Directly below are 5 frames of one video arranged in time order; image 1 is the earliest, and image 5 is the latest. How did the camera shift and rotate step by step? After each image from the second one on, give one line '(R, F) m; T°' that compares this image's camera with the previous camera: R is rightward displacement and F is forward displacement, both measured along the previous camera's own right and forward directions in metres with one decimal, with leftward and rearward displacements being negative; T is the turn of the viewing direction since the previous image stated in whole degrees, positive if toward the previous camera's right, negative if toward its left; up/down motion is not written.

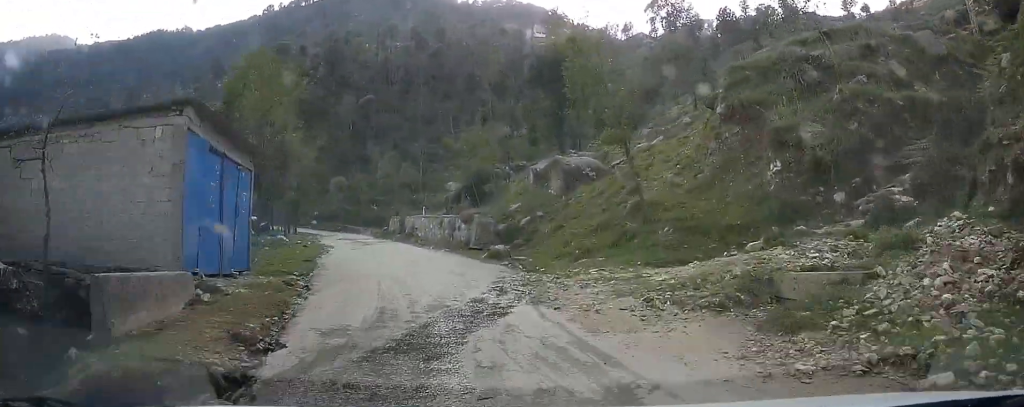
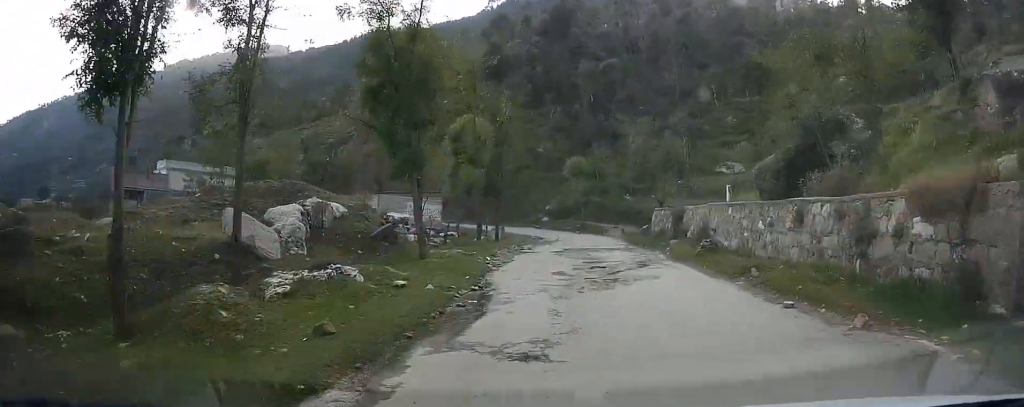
(-2.2, +17.2) m; -13°
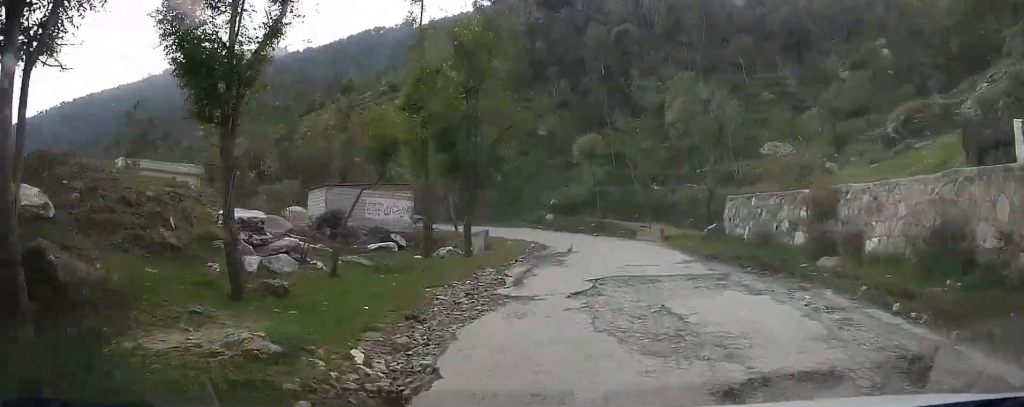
(-1.0, +15.7) m; -1°
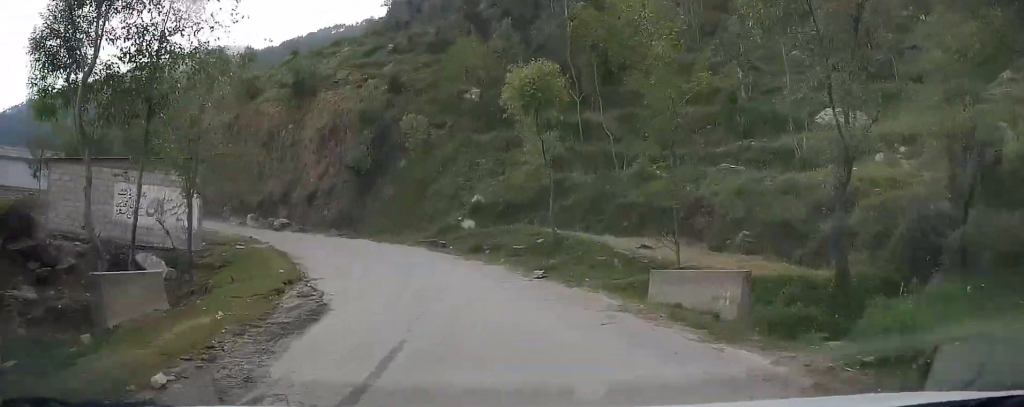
(-0.7, +22.2) m; -15°
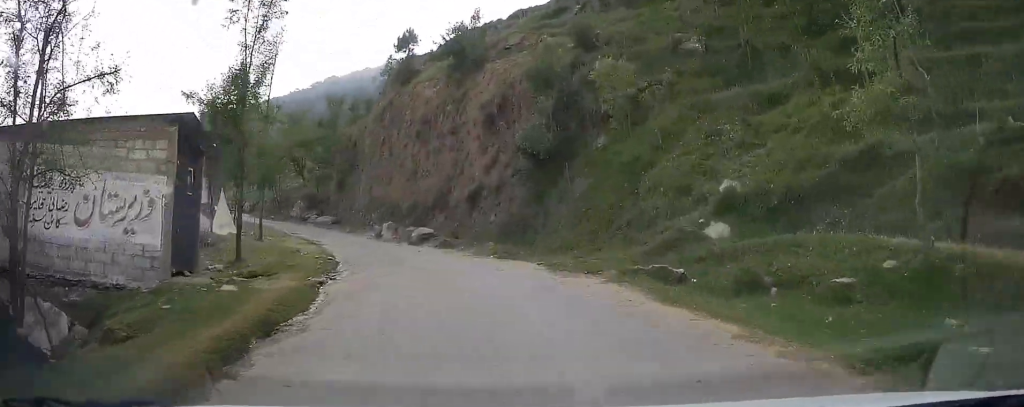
(-0.7, +10.2) m; -10°
